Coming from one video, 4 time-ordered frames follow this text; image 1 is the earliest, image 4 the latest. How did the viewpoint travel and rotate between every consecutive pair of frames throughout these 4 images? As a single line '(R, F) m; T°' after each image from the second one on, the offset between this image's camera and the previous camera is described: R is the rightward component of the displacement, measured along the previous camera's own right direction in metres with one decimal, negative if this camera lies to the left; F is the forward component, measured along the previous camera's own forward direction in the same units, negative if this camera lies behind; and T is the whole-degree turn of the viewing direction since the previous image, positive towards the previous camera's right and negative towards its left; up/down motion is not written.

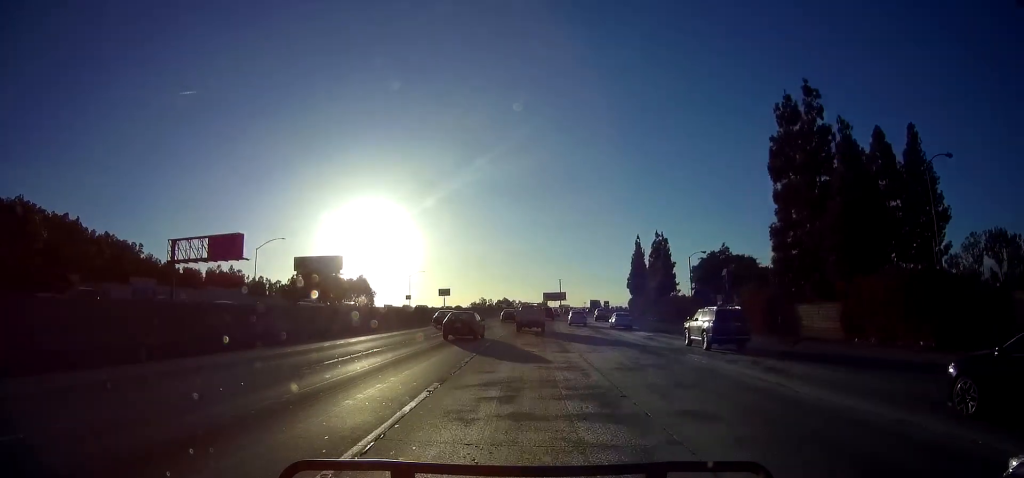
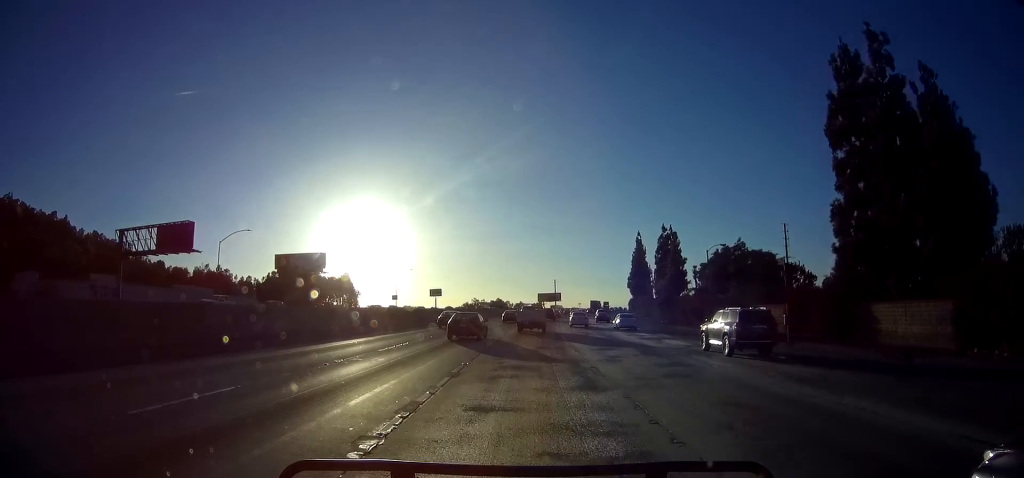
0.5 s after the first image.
(+0.2, +9.3) m; +1°
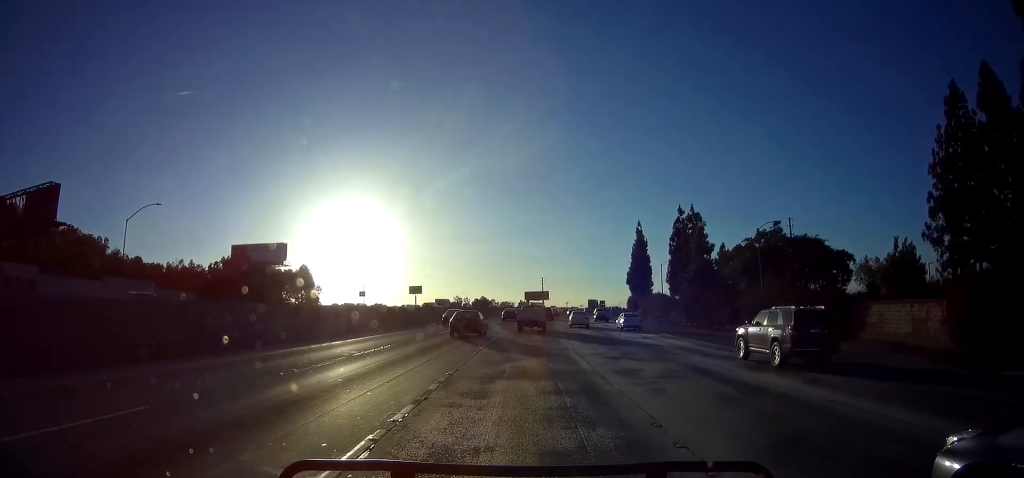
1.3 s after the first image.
(+0.3, +17.2) m; +2°
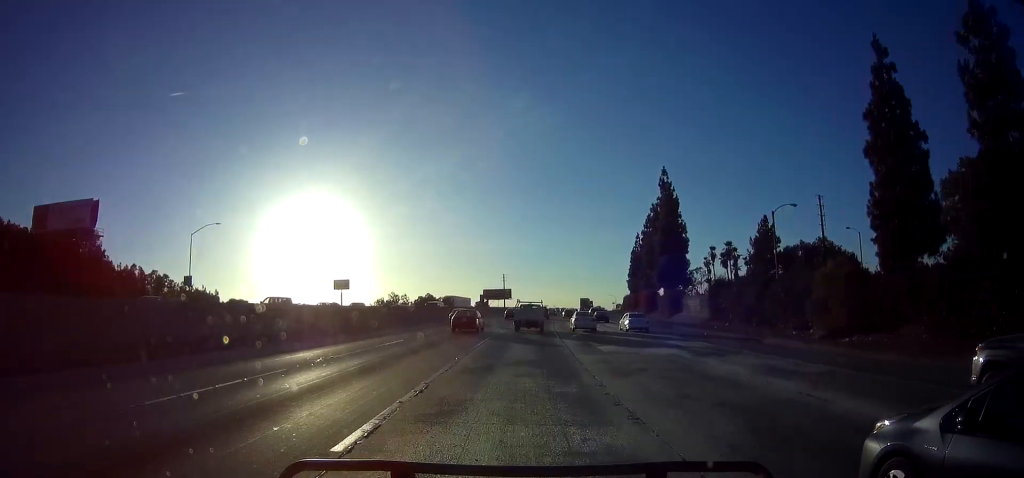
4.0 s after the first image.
(+1.8, +54.1) m; +3°
